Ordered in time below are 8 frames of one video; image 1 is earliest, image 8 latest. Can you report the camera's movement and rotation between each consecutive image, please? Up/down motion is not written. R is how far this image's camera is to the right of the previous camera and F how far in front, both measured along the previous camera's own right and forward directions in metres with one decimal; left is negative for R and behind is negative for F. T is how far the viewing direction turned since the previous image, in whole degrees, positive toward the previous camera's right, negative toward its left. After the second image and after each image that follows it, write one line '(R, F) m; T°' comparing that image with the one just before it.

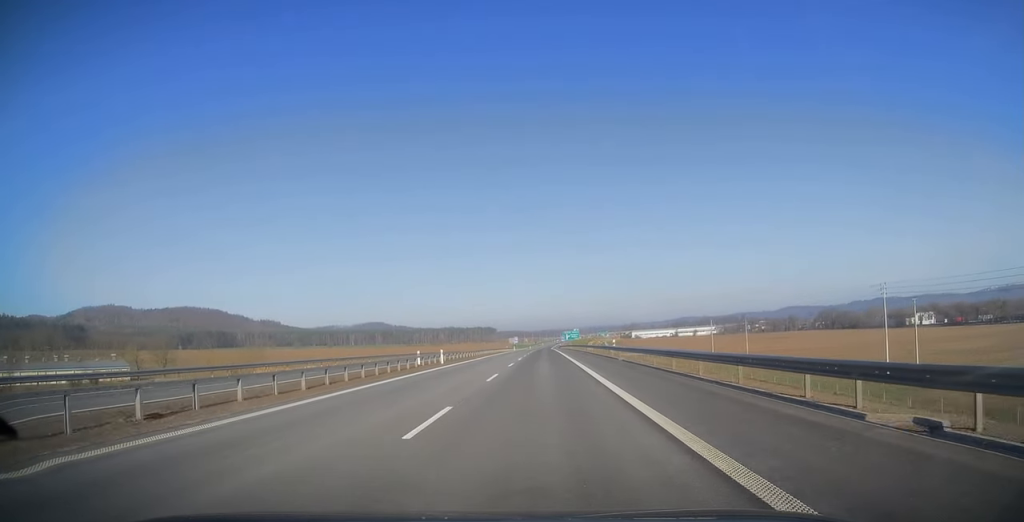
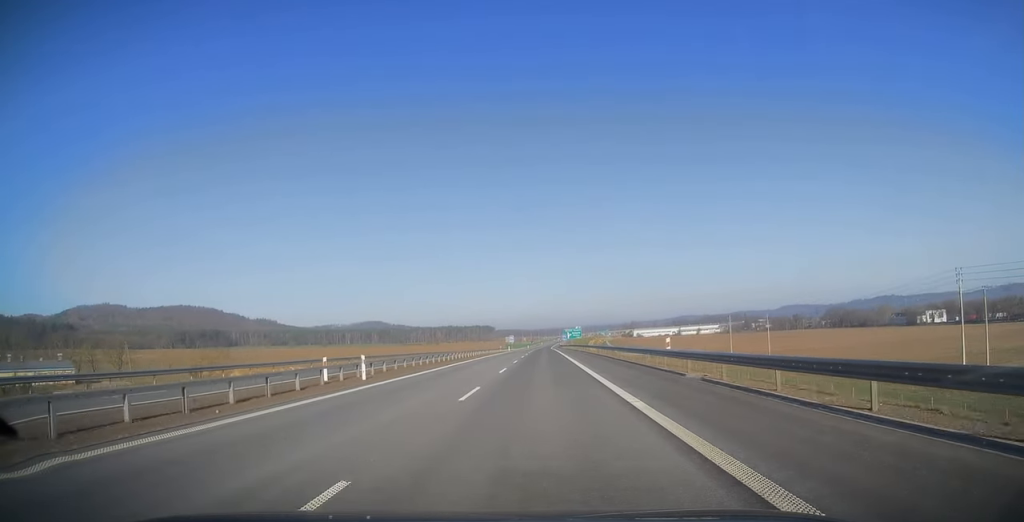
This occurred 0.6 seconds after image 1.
(+0.1, +18.4) m; 0°
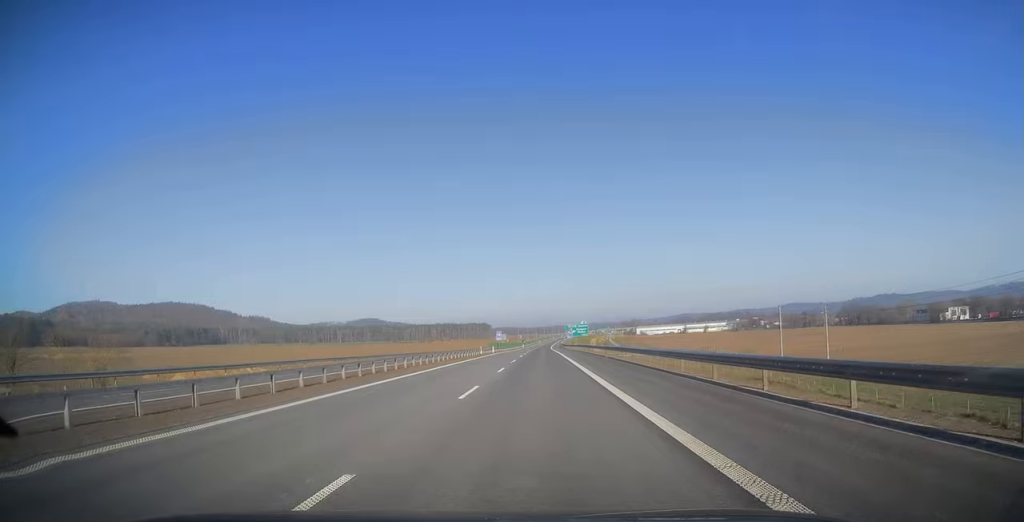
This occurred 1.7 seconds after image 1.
(+0.3, +35.3) m; +1°
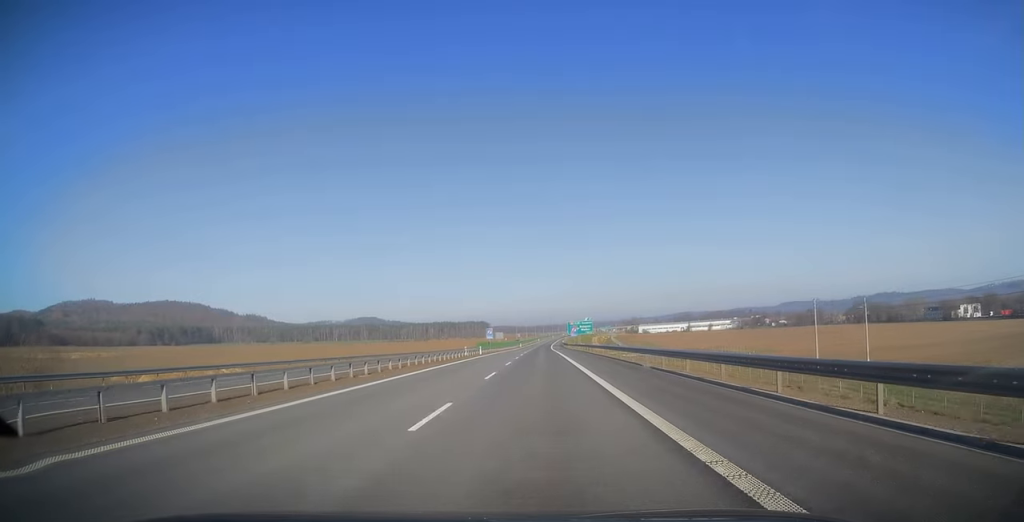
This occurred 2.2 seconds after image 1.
(0.0, +16.9) m; 0°
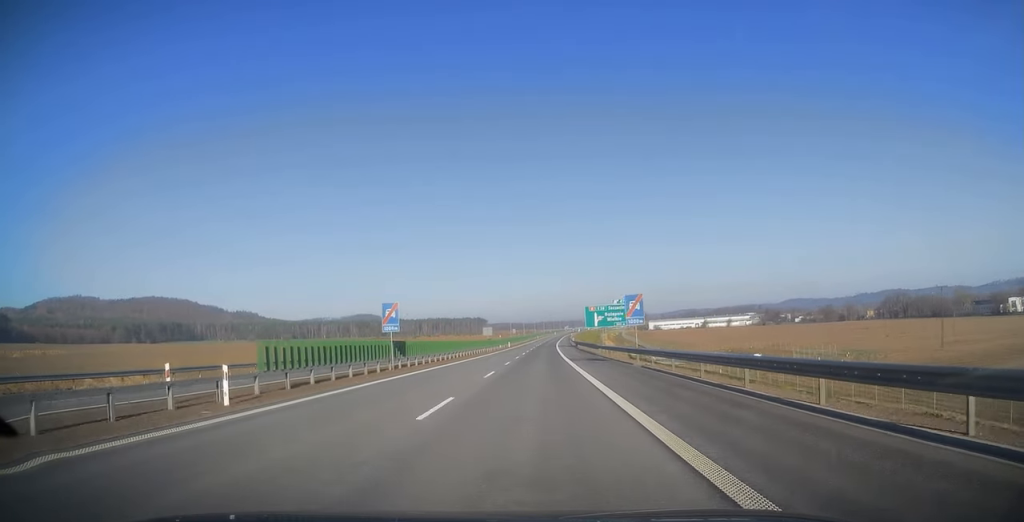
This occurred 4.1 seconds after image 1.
(0.0, +58.3) m; 0°
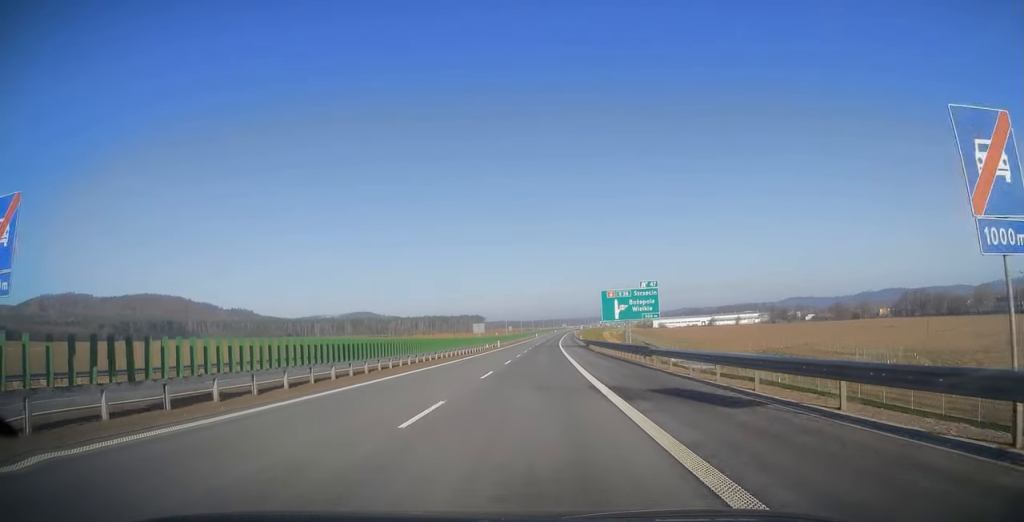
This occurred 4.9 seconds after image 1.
(0.0, +24.9) m; 0°
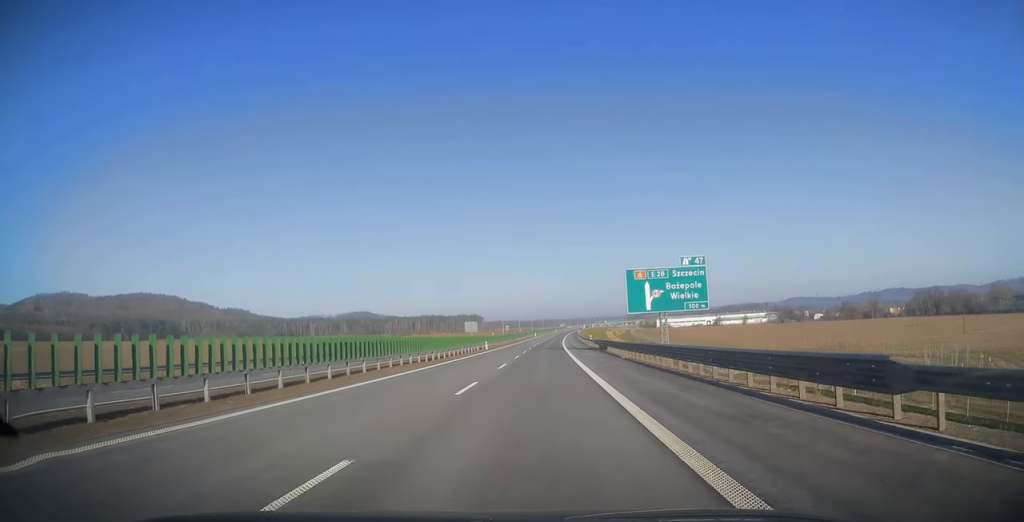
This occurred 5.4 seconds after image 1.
(0.0, +18.5) m; 0°
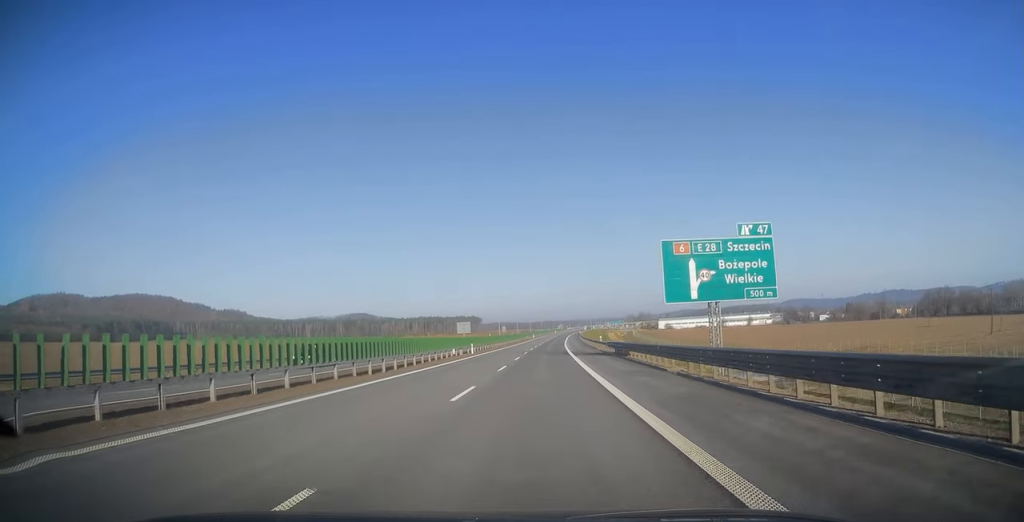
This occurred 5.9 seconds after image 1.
(0.0, +13.3) m; 0°
